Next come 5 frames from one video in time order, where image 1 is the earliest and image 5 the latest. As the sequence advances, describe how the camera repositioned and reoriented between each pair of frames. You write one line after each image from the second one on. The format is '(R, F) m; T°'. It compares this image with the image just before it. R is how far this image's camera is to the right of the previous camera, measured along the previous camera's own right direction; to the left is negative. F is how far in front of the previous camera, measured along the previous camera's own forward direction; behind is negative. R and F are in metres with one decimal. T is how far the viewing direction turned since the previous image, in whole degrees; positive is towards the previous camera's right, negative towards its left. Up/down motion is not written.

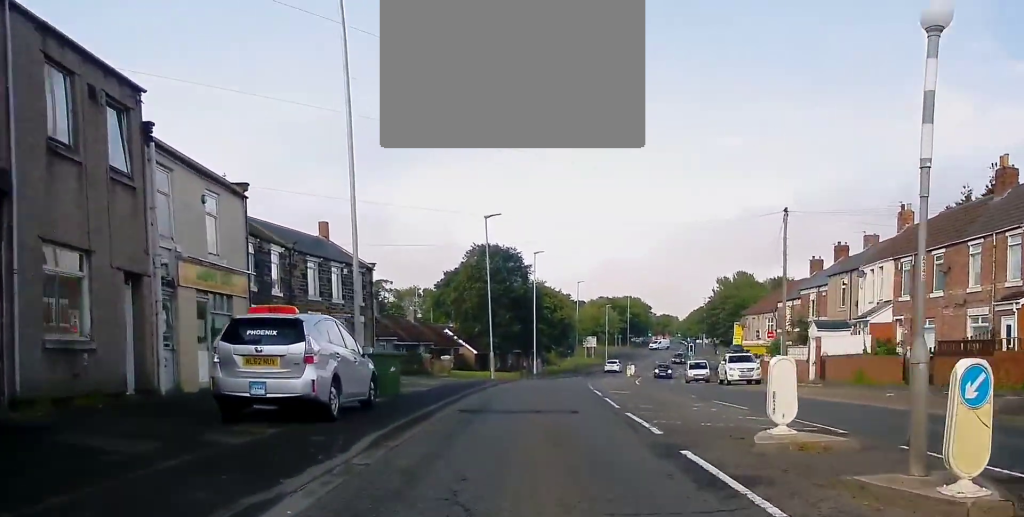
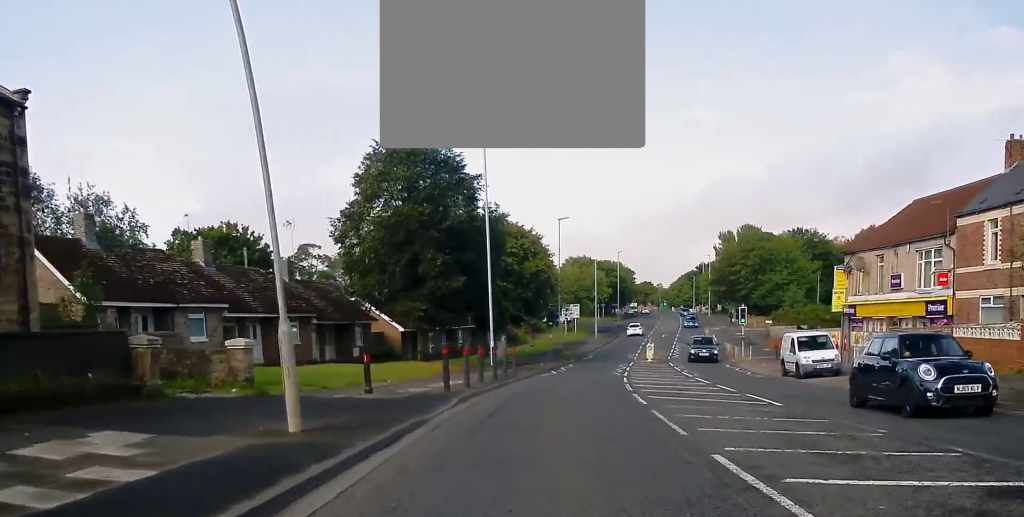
(+0.1, +30.7) m; +3°
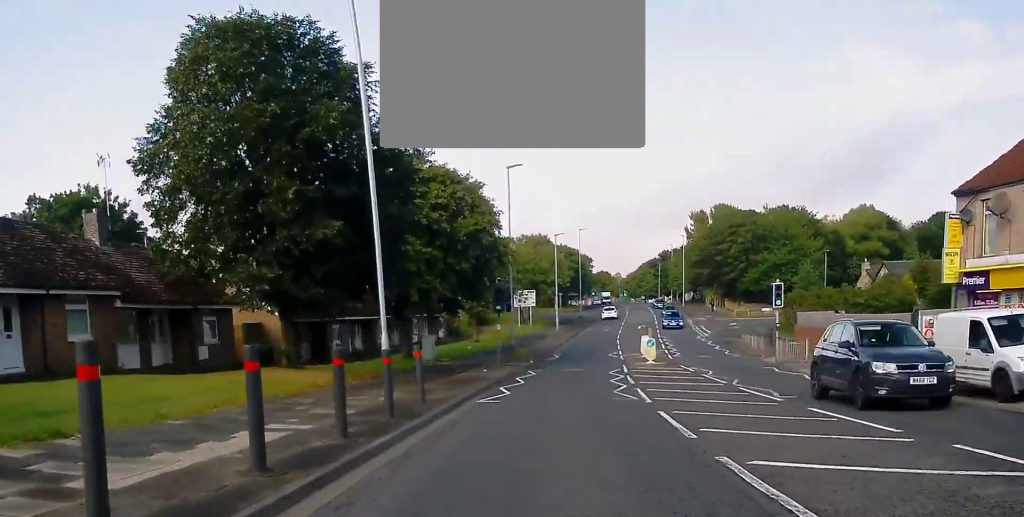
(+0.8, +16.6) m; +4°
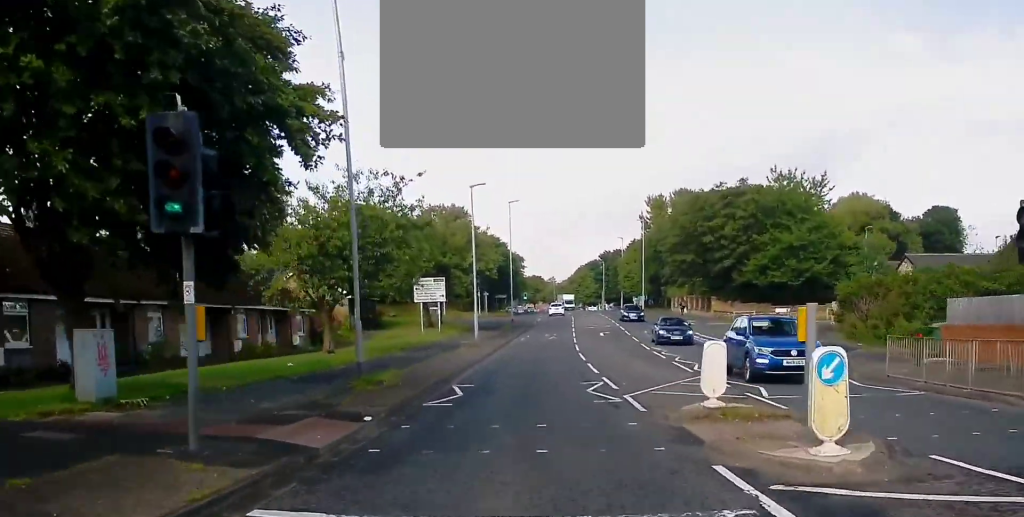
(+1.1, +24.5) m; +4°
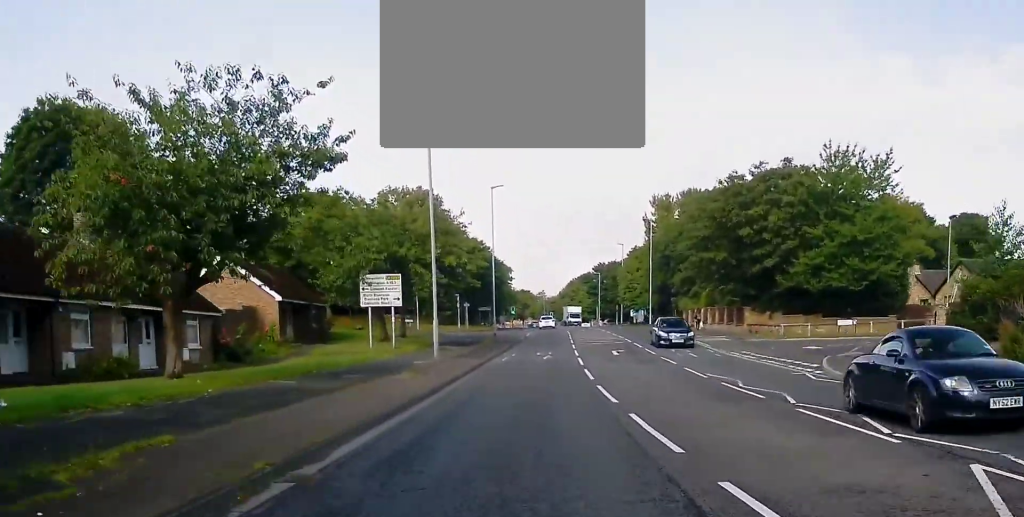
(0.0, +13.5) m; +1°
